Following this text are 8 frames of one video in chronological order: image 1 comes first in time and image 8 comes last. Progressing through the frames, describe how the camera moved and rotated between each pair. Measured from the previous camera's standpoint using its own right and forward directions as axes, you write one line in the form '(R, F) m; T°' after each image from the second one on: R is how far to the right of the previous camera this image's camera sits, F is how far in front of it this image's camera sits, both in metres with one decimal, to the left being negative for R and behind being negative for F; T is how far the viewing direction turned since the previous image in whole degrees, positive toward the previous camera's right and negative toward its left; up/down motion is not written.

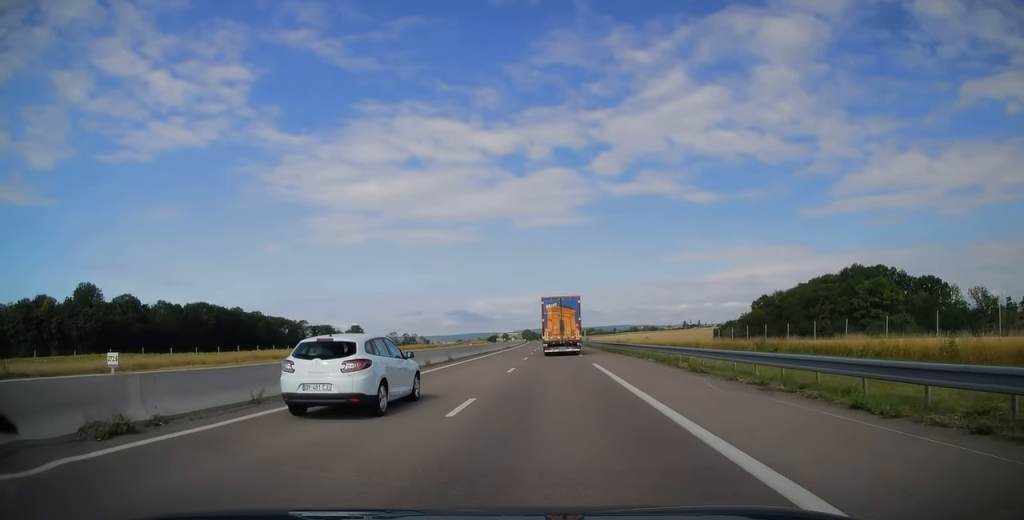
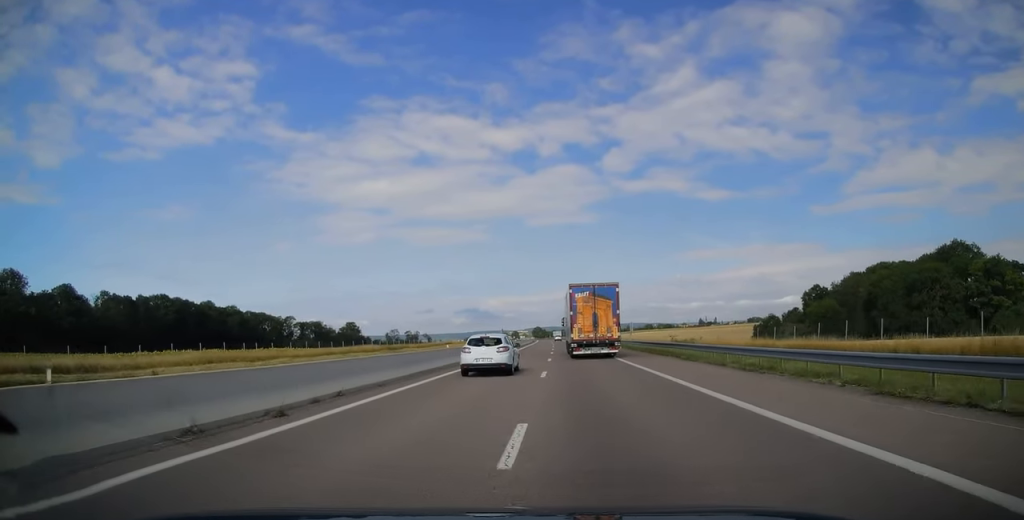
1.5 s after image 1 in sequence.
(-0.5, +44.1) m; -1°
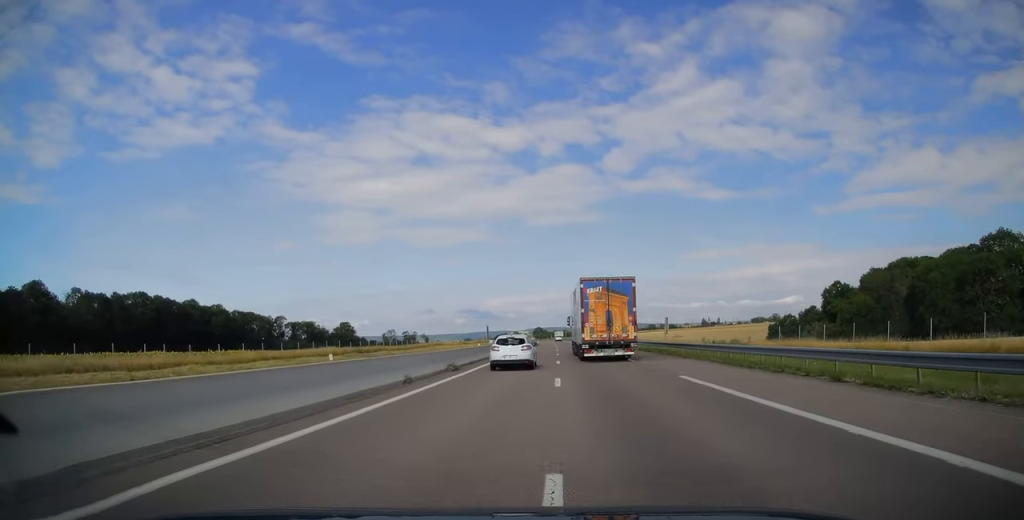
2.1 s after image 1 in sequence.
(0.0, +16.7) m; 0°
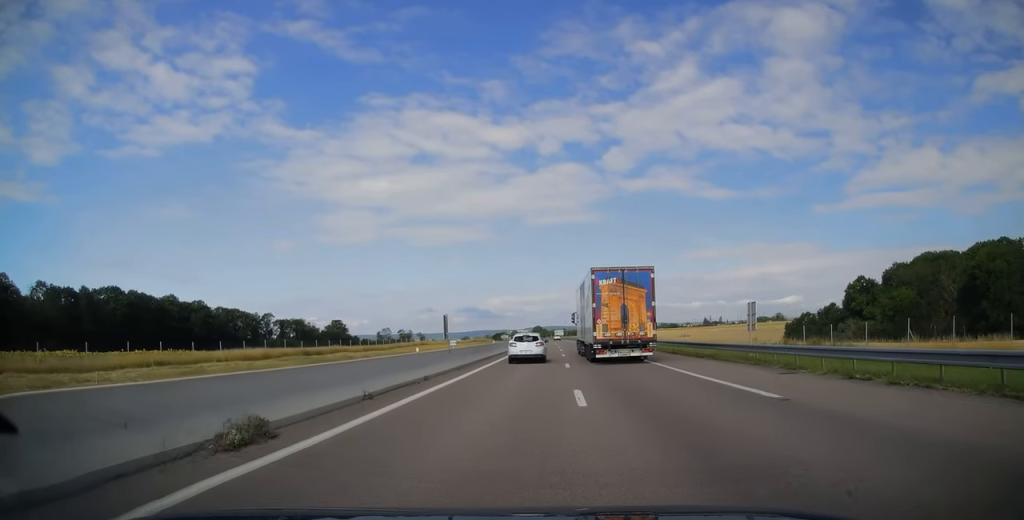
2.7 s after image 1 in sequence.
(-0.1, +18.1) m; 0°
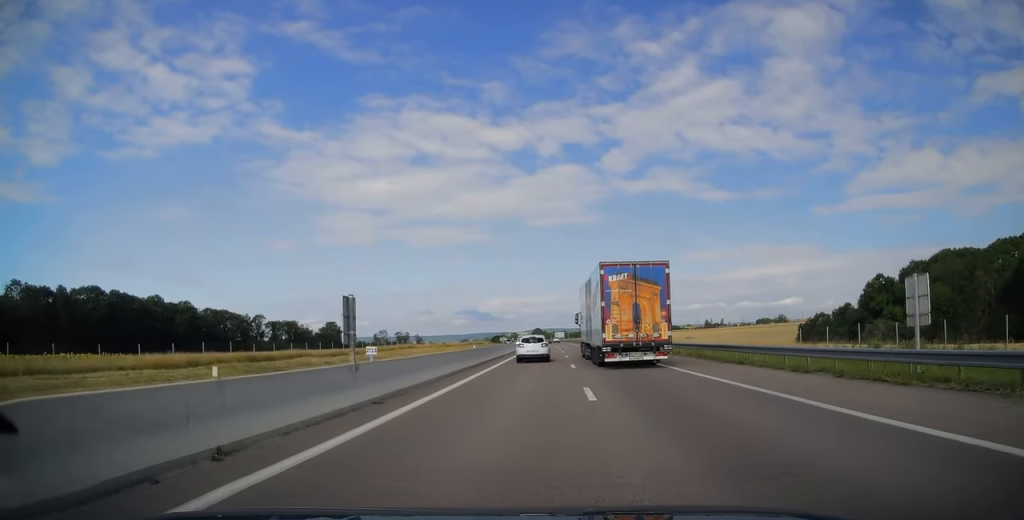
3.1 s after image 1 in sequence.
(+0.1, +12.3) m; 0°
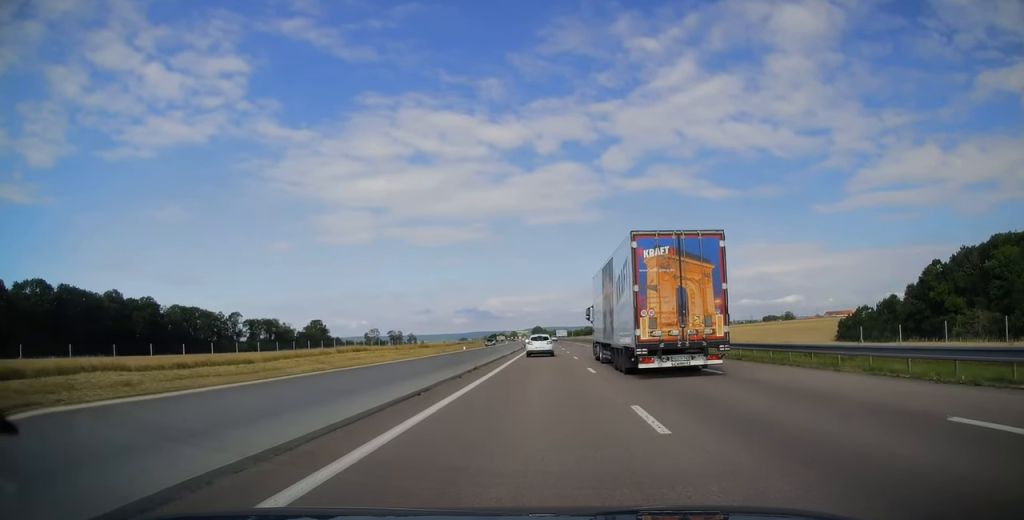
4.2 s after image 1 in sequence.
(0.0, +30.9) m; 0°
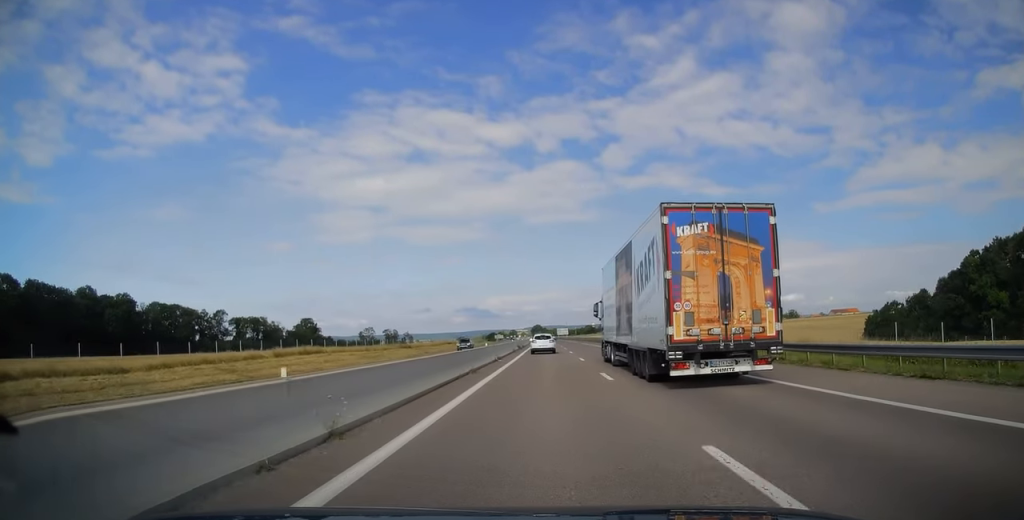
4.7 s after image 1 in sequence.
(-0.1, +17.1) m; 0°
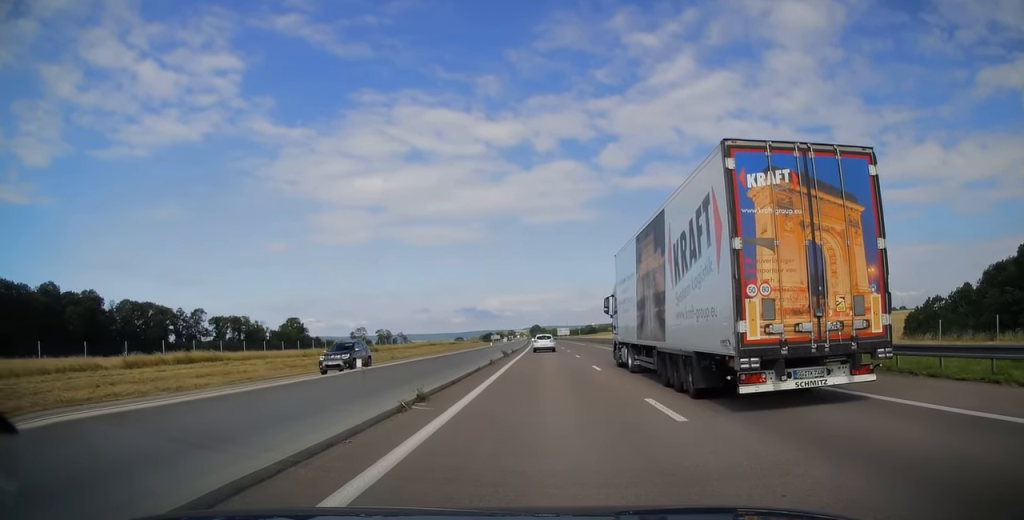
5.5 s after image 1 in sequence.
(-0.1, +21.5) m; +1°
